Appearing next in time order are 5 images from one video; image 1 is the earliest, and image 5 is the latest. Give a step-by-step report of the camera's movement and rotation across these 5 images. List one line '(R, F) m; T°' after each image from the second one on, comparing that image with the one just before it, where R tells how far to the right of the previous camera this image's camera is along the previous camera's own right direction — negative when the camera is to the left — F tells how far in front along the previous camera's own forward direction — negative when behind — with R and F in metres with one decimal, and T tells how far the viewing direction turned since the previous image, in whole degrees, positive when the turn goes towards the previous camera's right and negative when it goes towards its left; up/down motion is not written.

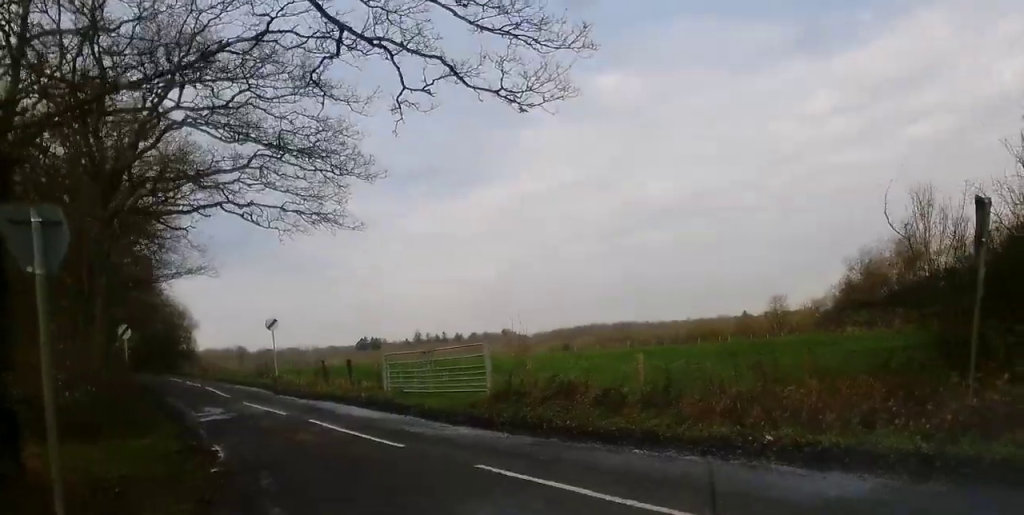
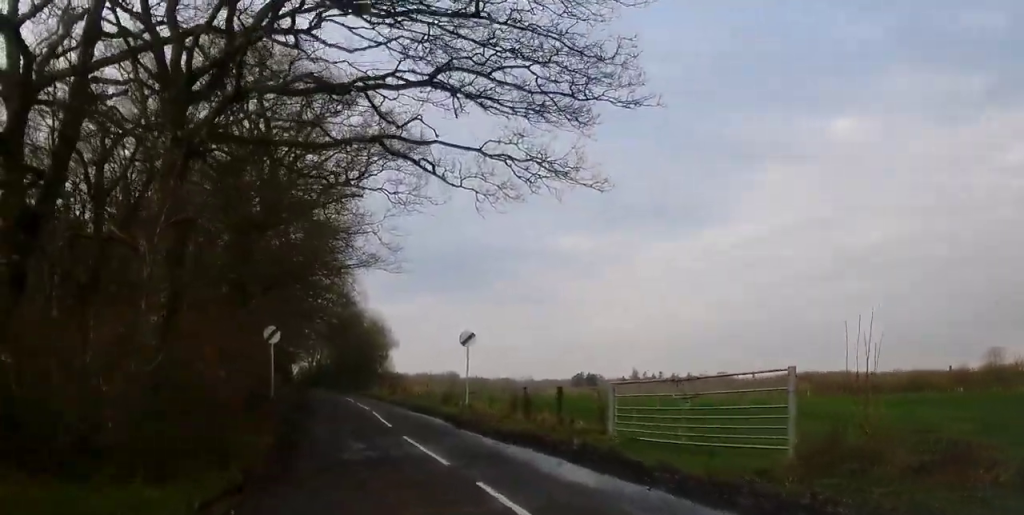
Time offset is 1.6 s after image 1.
(+0.2, +7.8) m; -9°
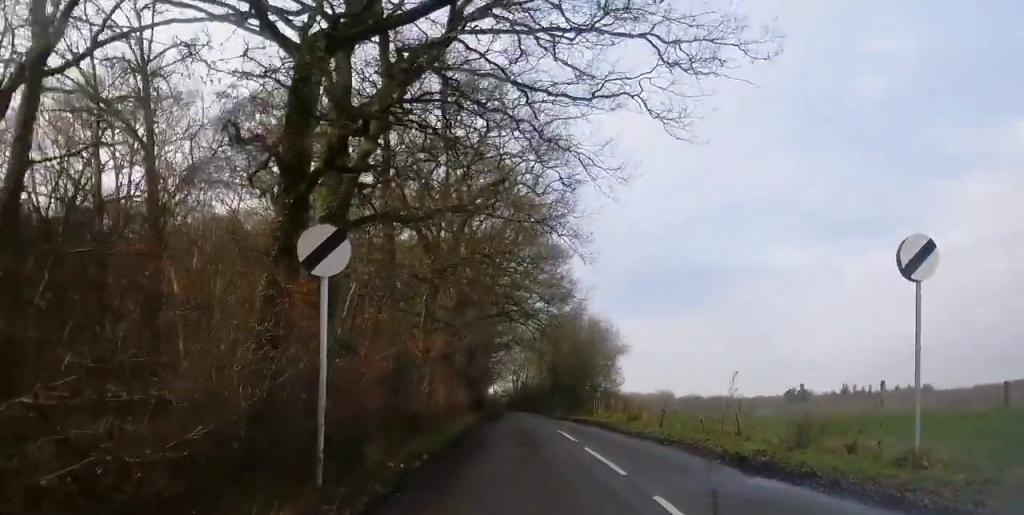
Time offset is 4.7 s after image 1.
(-8.5, +17.9) m; -28°
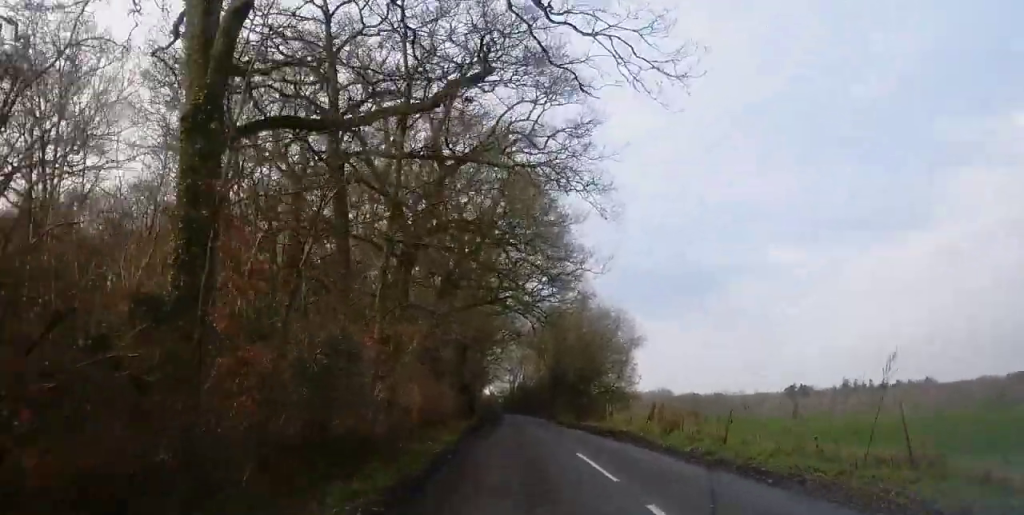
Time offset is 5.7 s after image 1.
(+0.2, +6.6) m; +4°
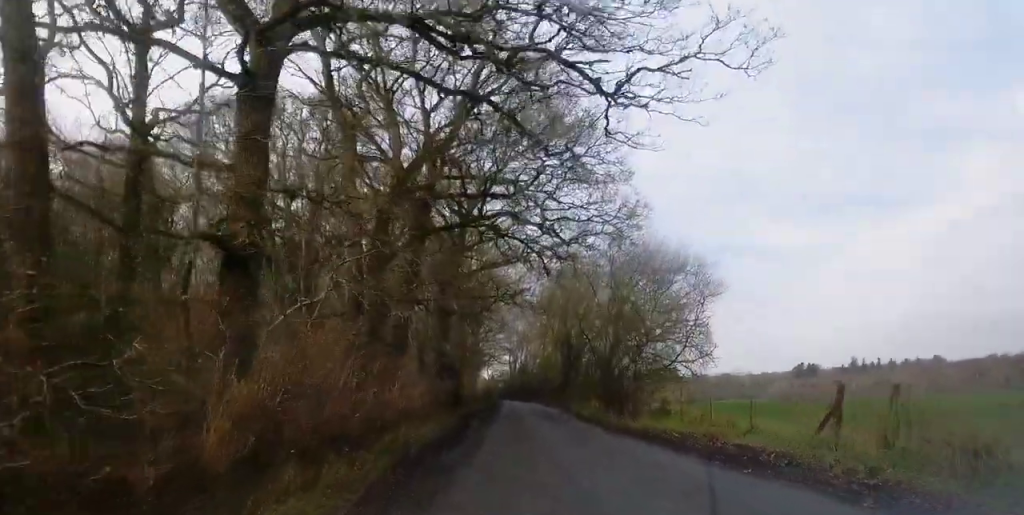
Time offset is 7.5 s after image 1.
(+0.1, +14.0) m; -4°
